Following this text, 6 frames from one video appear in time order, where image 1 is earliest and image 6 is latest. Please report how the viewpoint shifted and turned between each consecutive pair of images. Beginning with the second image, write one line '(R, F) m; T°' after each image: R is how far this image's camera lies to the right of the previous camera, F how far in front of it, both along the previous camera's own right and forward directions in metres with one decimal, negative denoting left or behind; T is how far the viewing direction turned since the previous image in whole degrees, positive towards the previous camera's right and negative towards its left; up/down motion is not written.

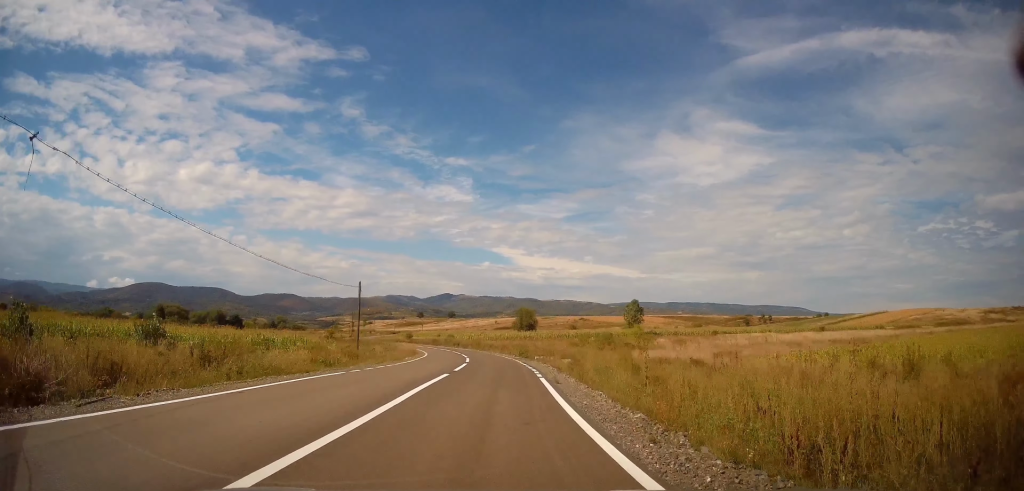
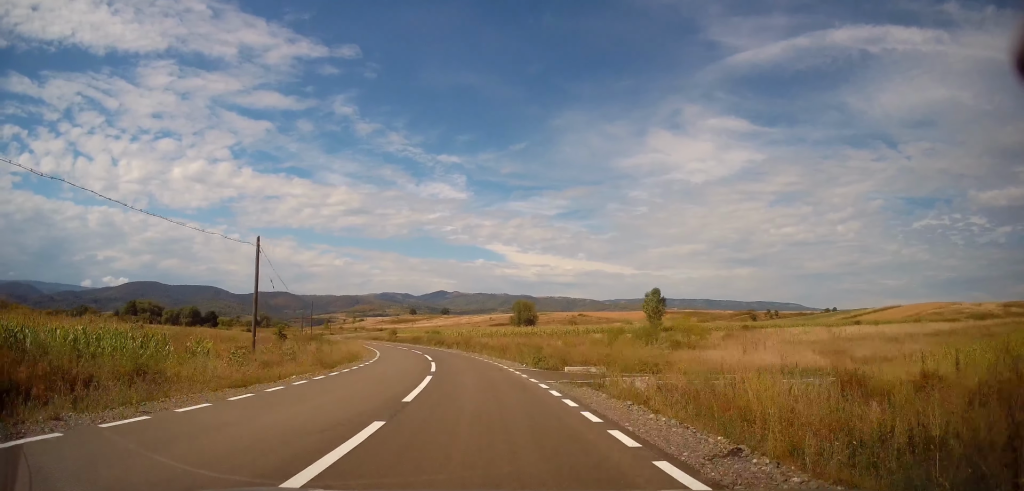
(0.0, +21.7) m; -1°
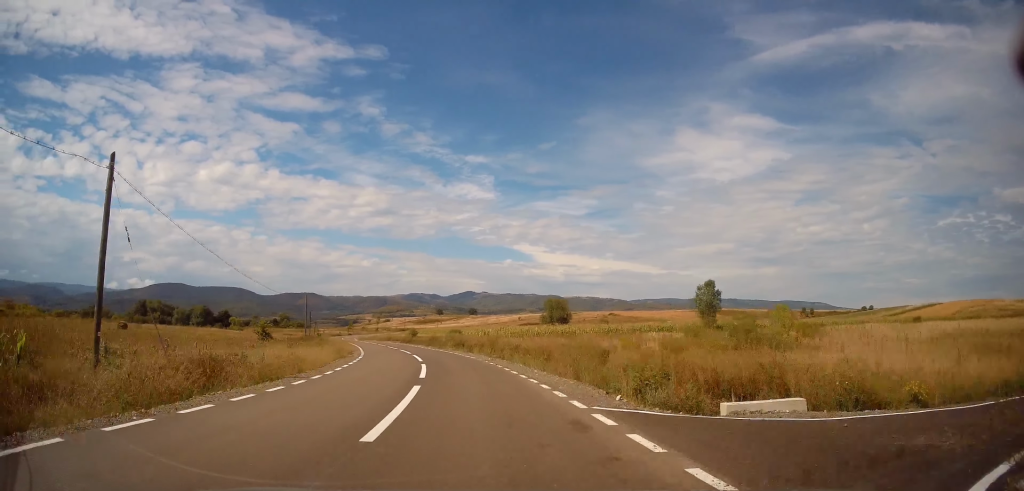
(0.0, +14.3) m; -2°
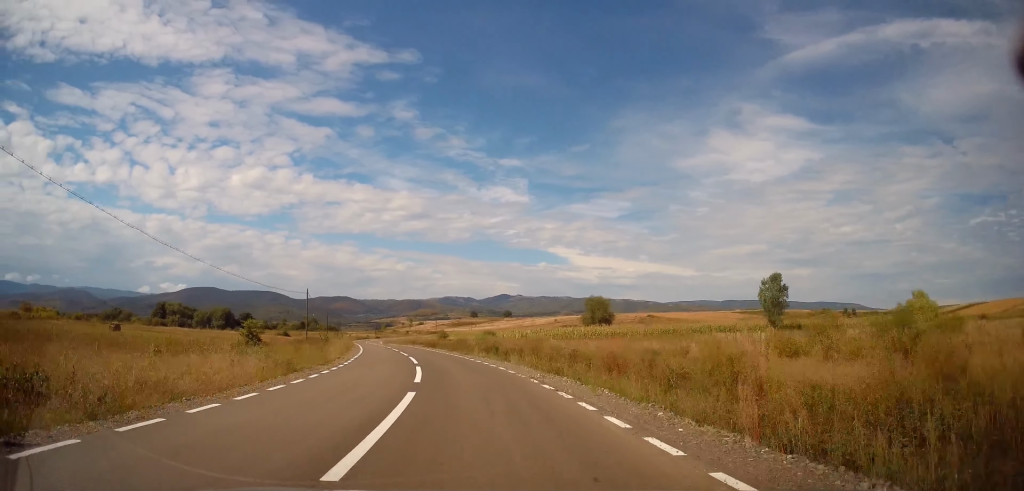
(-0.2, +12.1) m; -3°
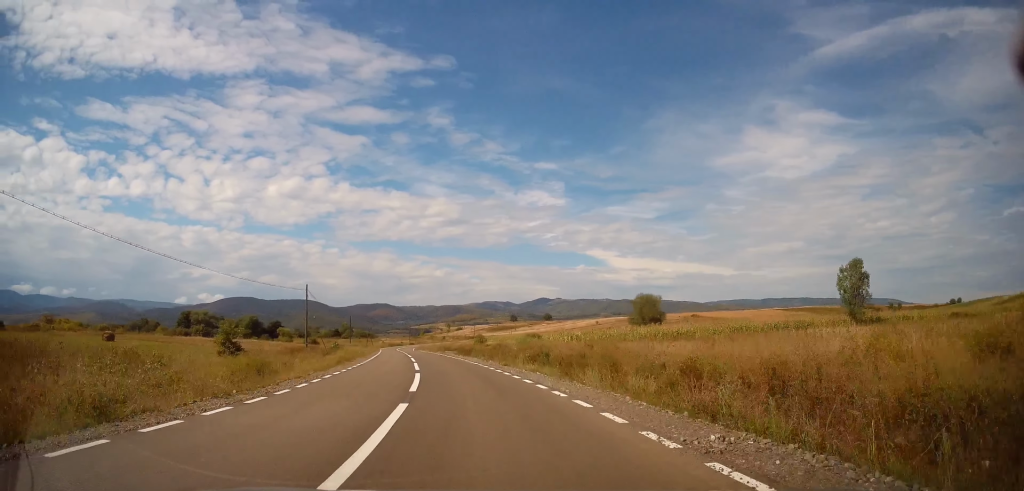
(-0.1, +11.6) m; -4°
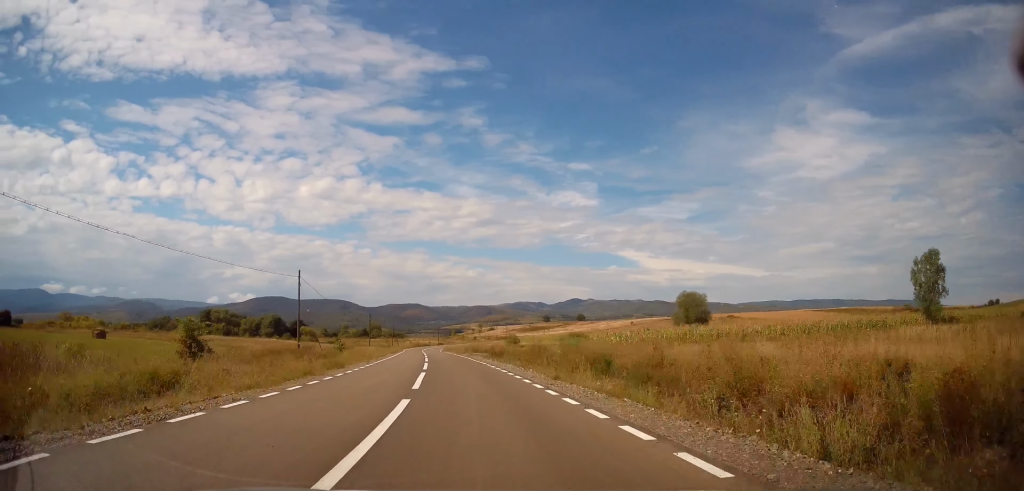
(-0.6, +9.3) m; -3°
